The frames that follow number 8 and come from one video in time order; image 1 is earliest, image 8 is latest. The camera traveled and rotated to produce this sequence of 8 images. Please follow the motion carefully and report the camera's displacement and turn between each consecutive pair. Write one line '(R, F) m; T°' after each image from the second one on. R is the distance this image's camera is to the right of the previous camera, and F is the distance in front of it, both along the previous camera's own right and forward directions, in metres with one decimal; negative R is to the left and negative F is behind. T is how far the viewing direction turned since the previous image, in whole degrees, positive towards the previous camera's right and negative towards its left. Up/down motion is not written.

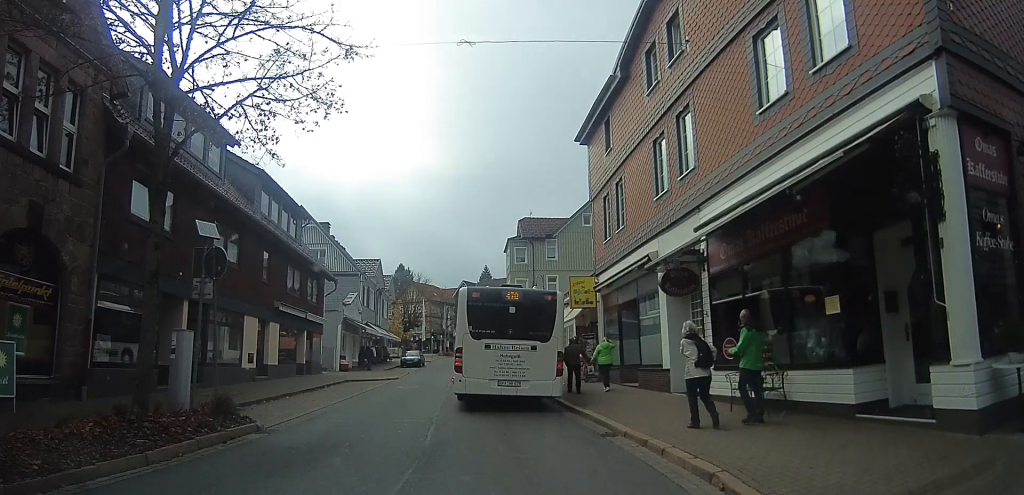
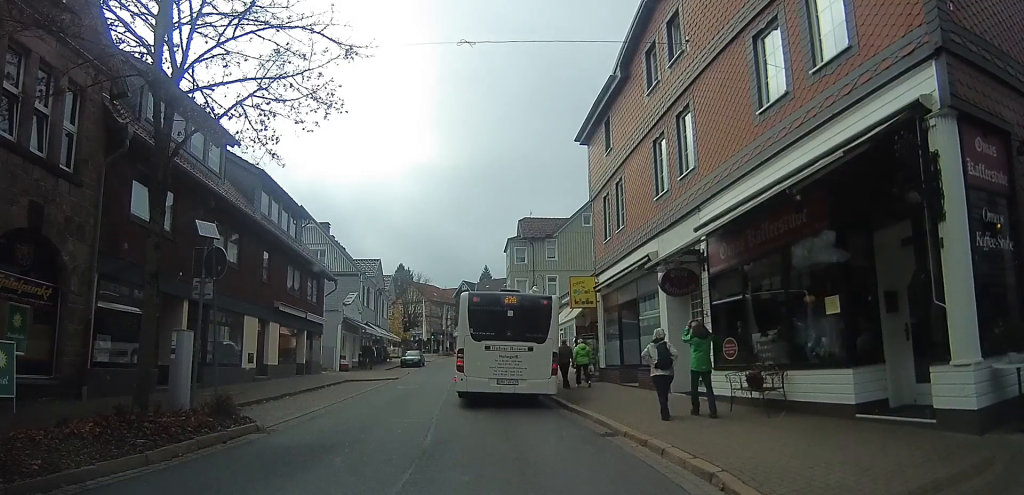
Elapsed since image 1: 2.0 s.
(0.0, 0.0) m; 0°
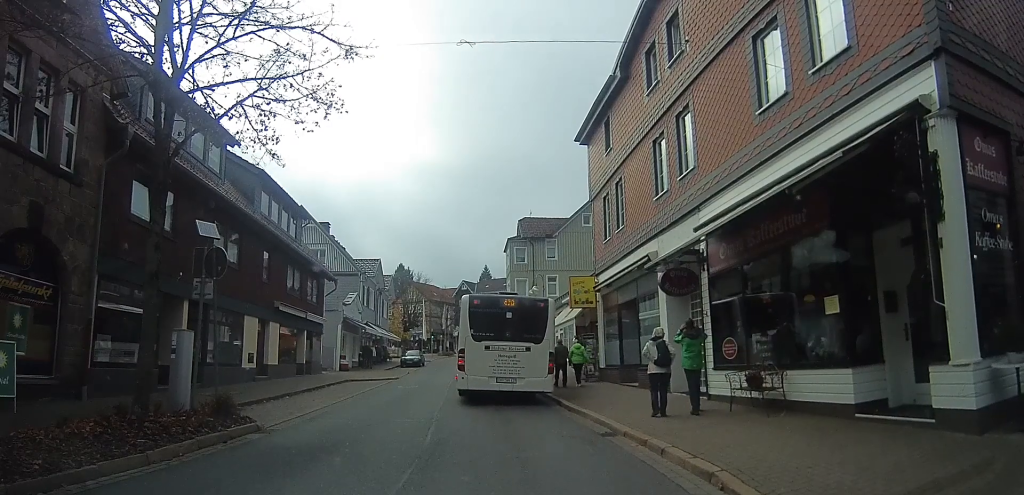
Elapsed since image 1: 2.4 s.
(0.0, 0.0) m; 0°
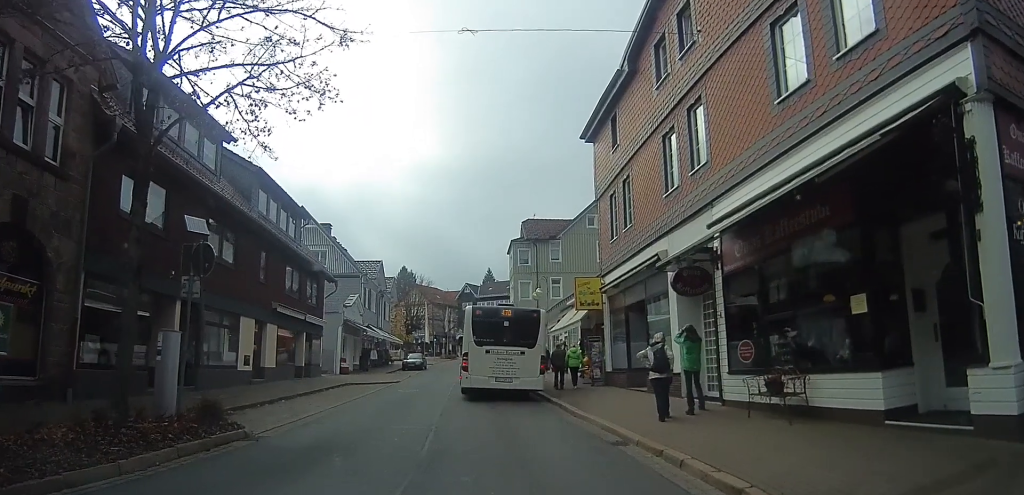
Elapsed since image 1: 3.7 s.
(0.0, 0.0) m; 0°
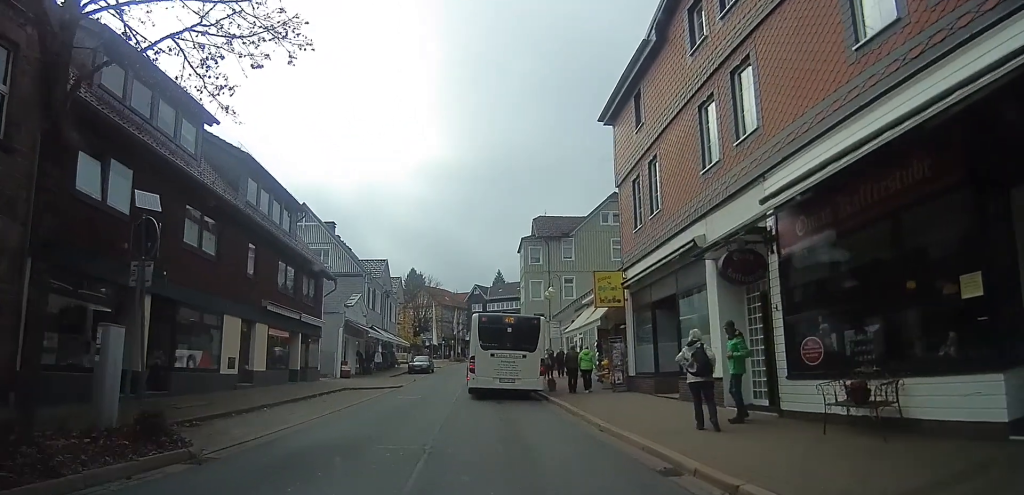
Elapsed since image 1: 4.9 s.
(0.0, +0.9) m; 0°
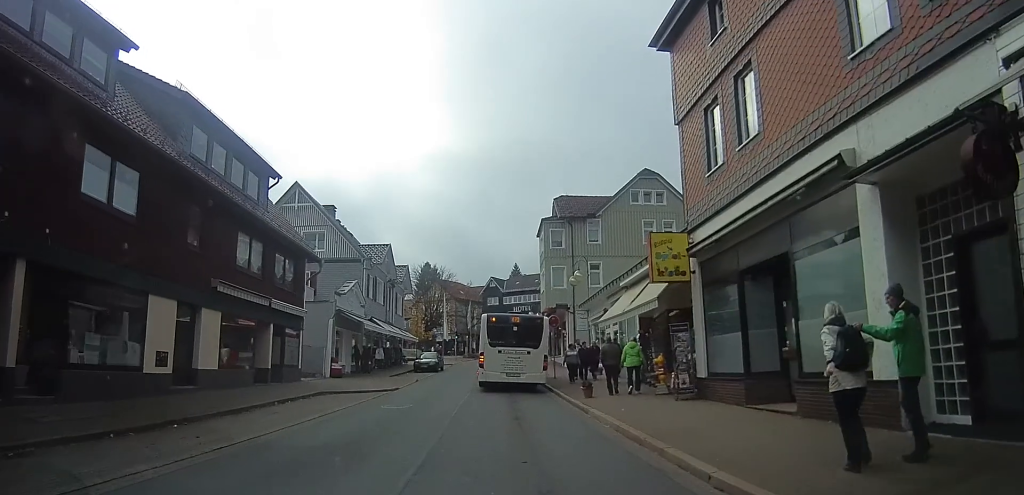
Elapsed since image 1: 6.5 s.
(0.0, +4.5) m; 0°
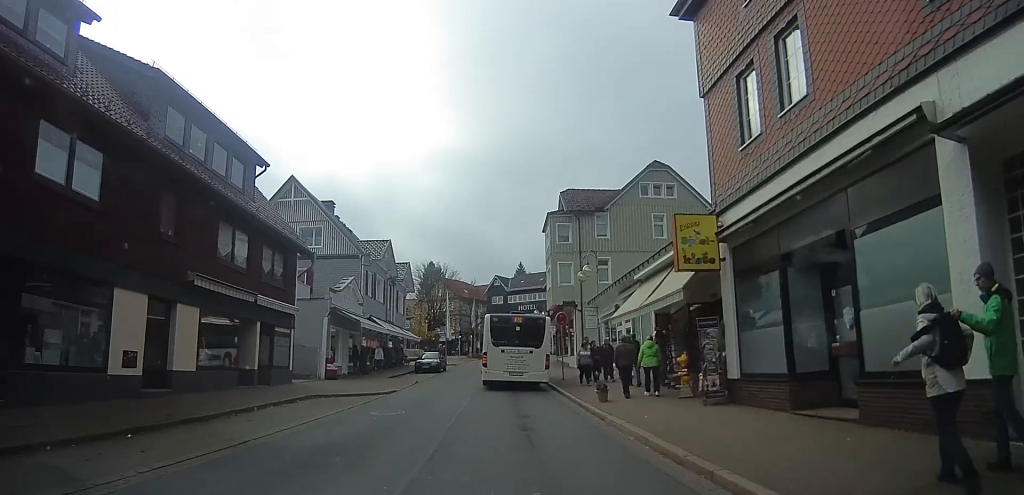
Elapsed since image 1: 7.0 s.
(0.0, +1.4) m; 0°
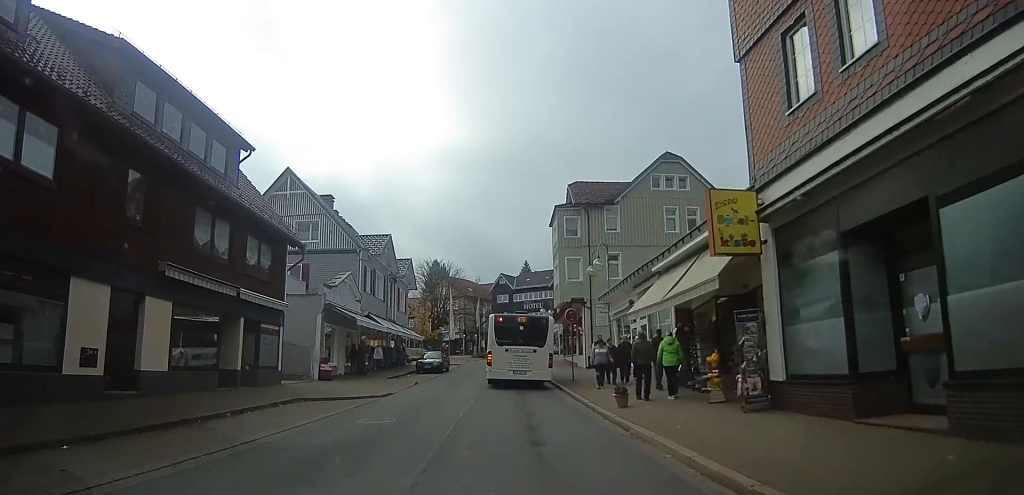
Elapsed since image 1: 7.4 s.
(0.0, +1.7) m; 0°
